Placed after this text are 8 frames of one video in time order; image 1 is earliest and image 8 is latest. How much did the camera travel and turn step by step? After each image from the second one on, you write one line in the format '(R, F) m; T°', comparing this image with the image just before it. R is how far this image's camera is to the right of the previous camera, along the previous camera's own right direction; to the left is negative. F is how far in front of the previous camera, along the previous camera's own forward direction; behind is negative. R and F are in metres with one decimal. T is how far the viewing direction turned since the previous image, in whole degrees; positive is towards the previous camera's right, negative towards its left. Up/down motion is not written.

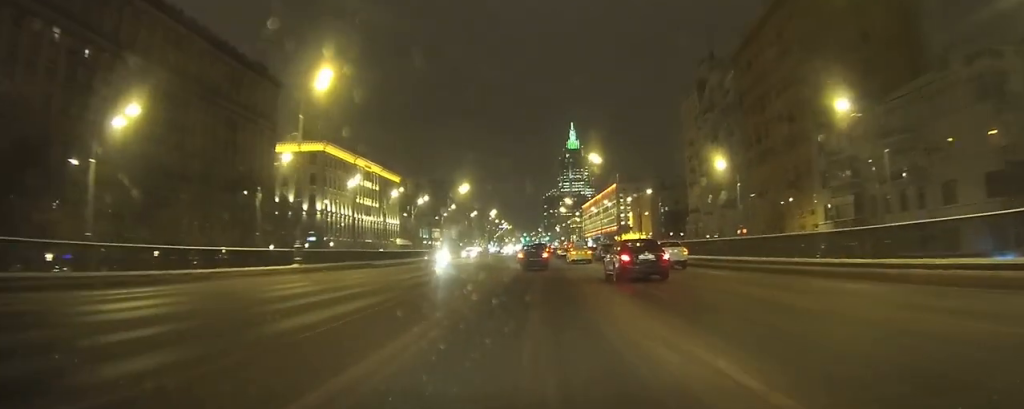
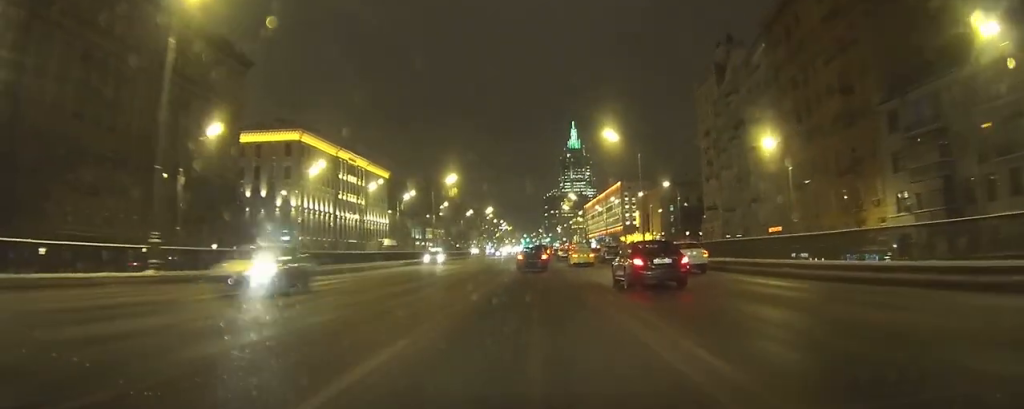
(0.0, +12.5) m; 0°
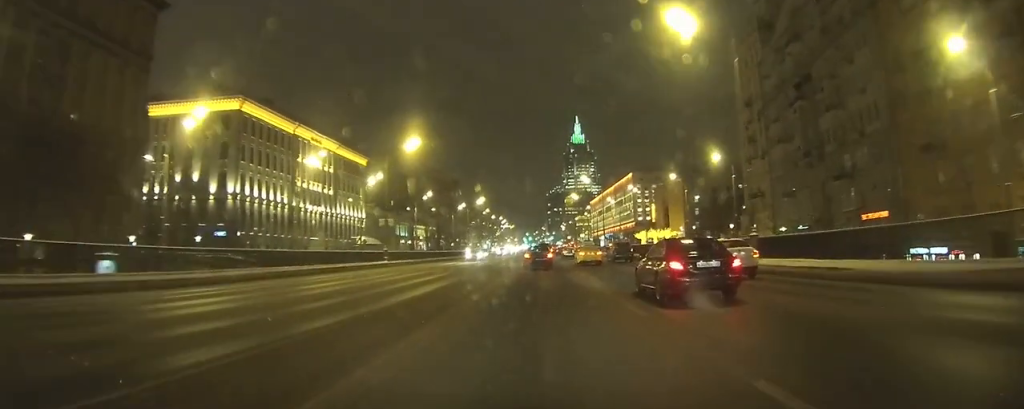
(0.0, +20.2) m; 0°
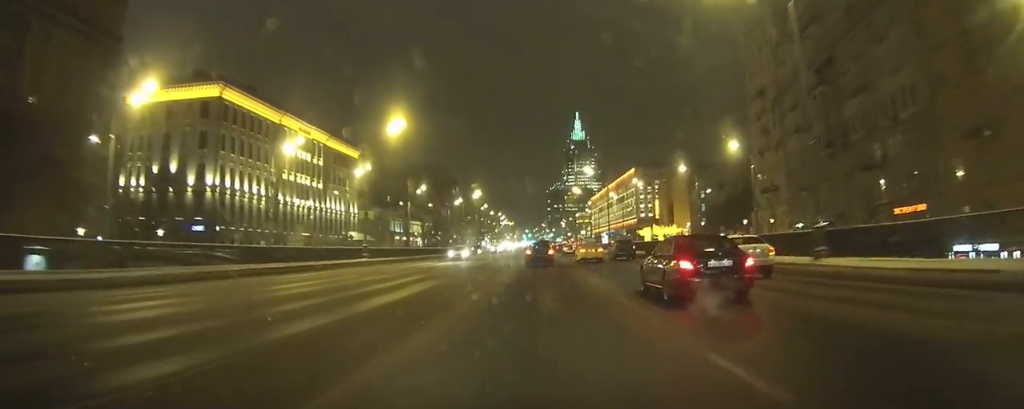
(0.0, +4.7) m; 0°
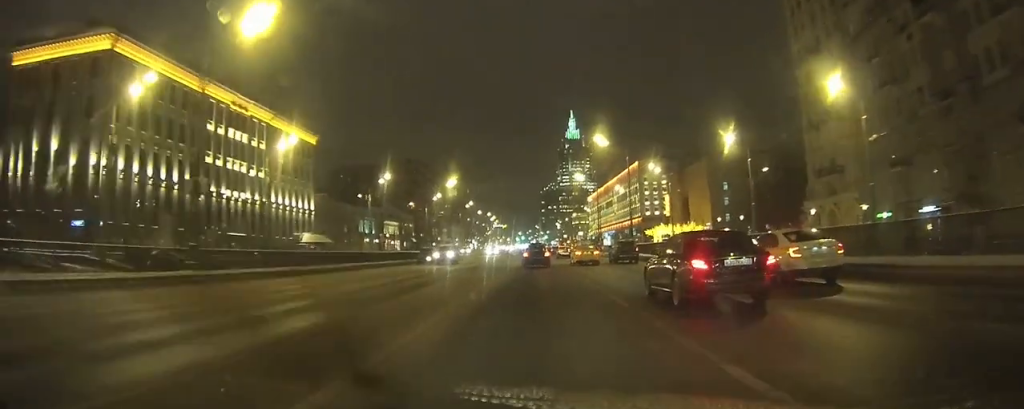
(+0.1, +20.9) m; 0°
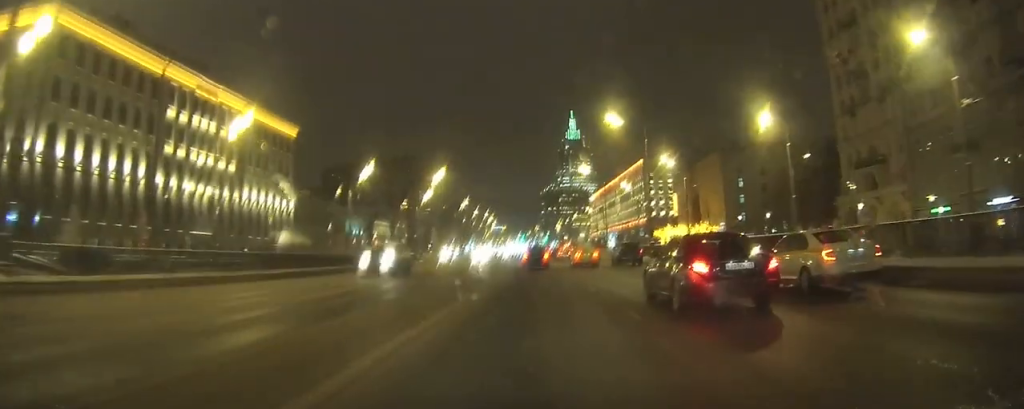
(0.0, +10.1) m; 0°
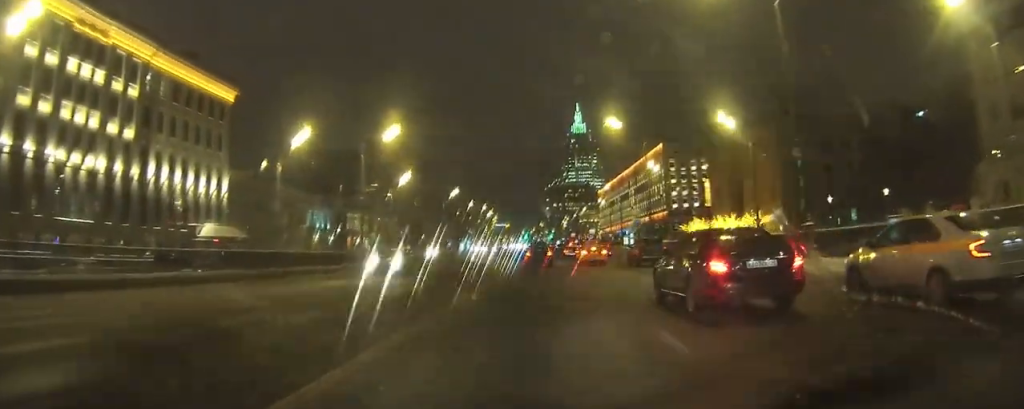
(+0.2, +29.1) m; 0°
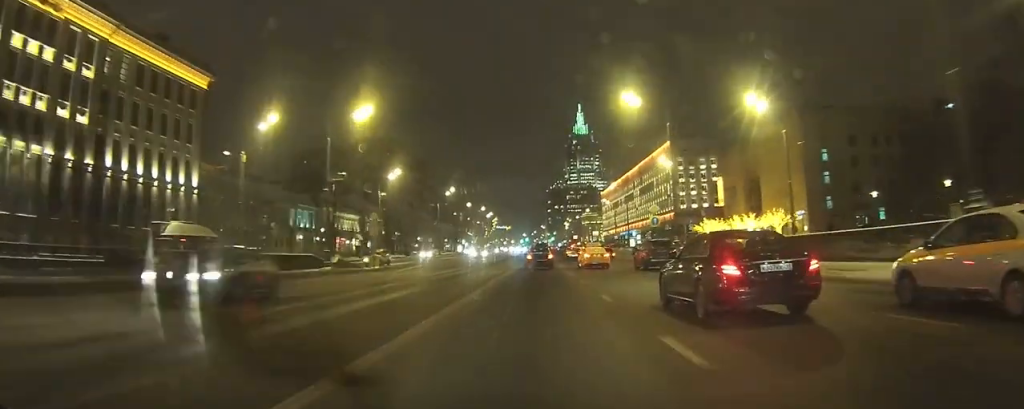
(0.0, +9.7) m; 0°
